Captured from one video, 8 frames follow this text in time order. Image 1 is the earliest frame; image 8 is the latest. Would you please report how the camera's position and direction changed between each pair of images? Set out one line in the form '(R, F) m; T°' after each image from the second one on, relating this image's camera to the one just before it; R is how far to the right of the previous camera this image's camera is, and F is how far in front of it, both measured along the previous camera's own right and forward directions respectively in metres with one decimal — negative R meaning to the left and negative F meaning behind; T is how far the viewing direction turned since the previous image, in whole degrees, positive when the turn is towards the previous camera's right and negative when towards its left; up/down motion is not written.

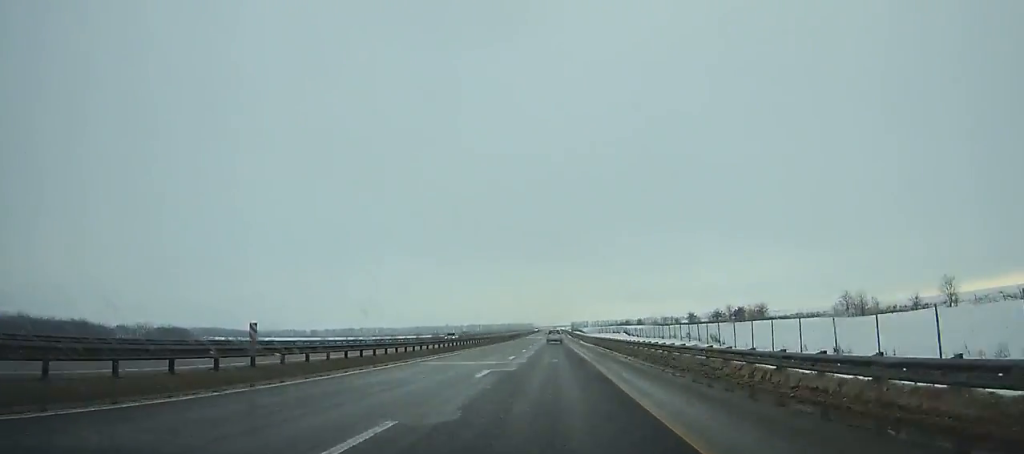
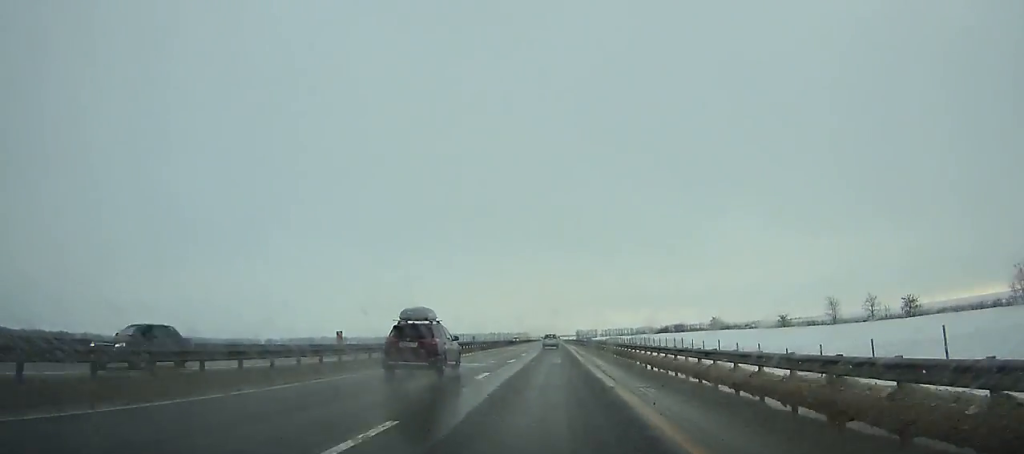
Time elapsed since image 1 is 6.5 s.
(-0.3, +193.7) m; 0°
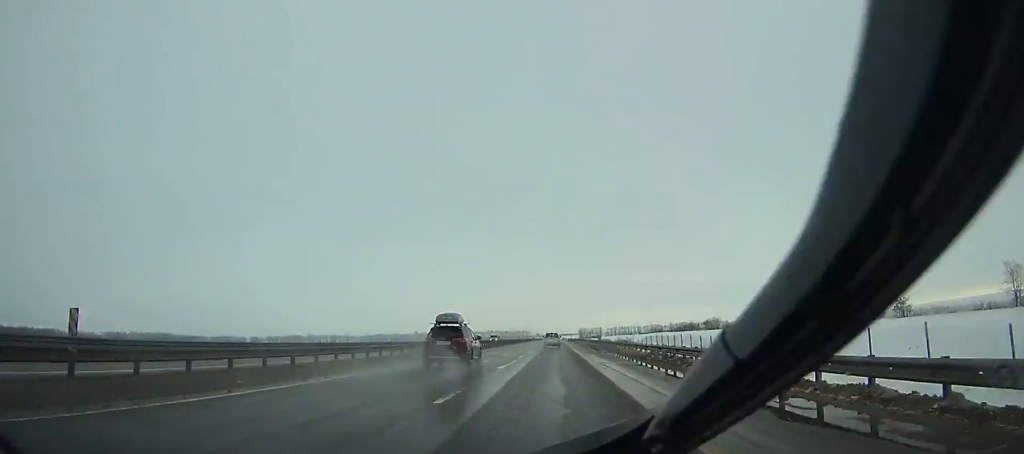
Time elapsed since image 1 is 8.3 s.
(+0.1, +54.6) m; 0°
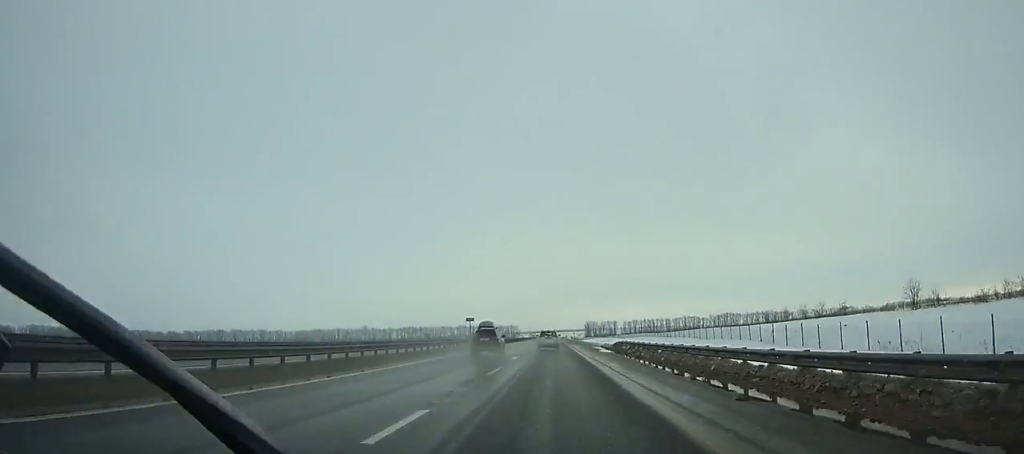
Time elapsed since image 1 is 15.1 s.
(+0.1, +207.7) m; 0°
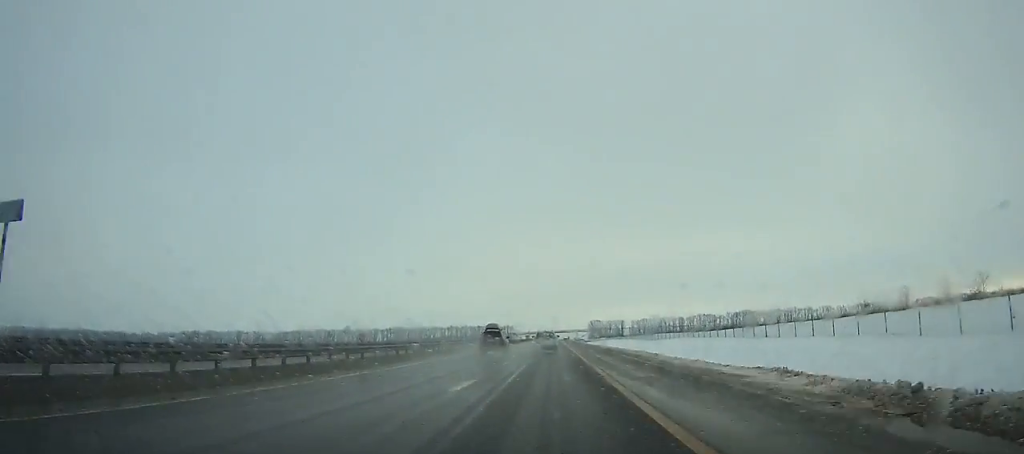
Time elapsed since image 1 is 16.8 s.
(0.0, +52.0) m; 0°
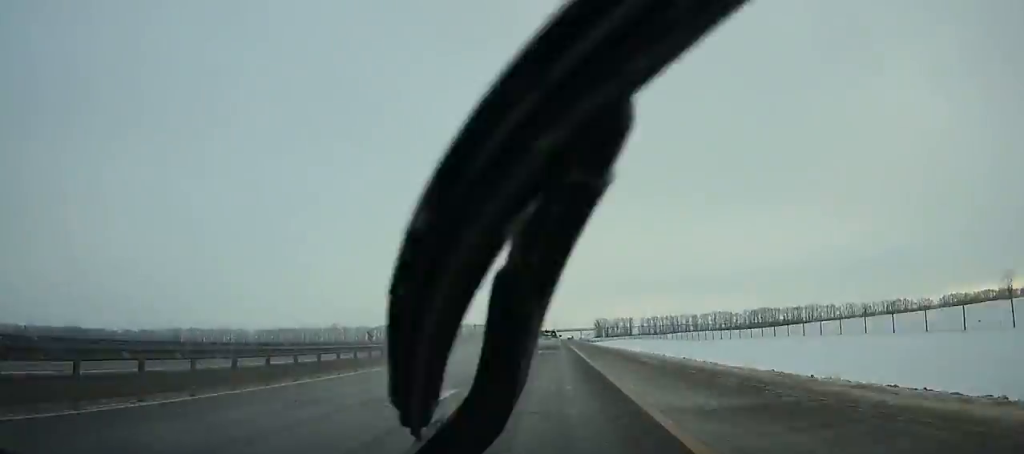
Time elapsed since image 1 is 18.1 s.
(-0.1, +39.7) m; 0°
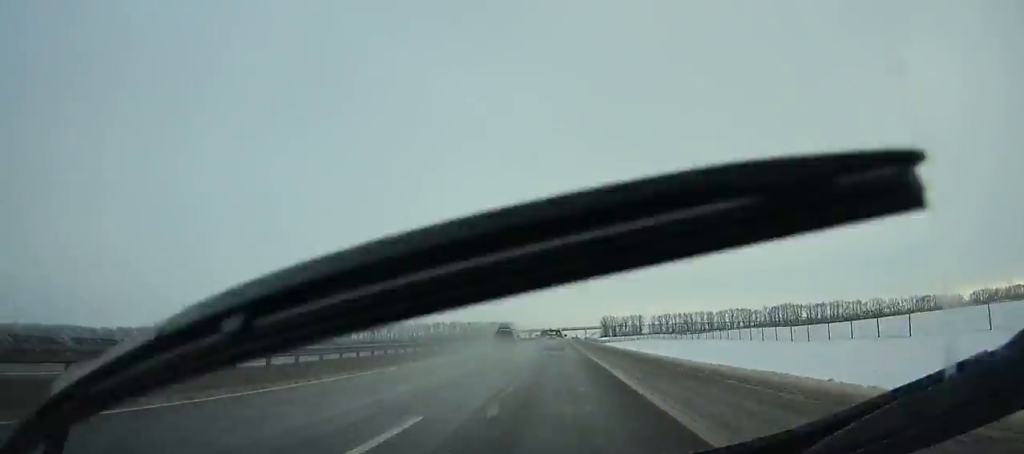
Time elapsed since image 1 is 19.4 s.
(0.0, +39.5) m; 0°
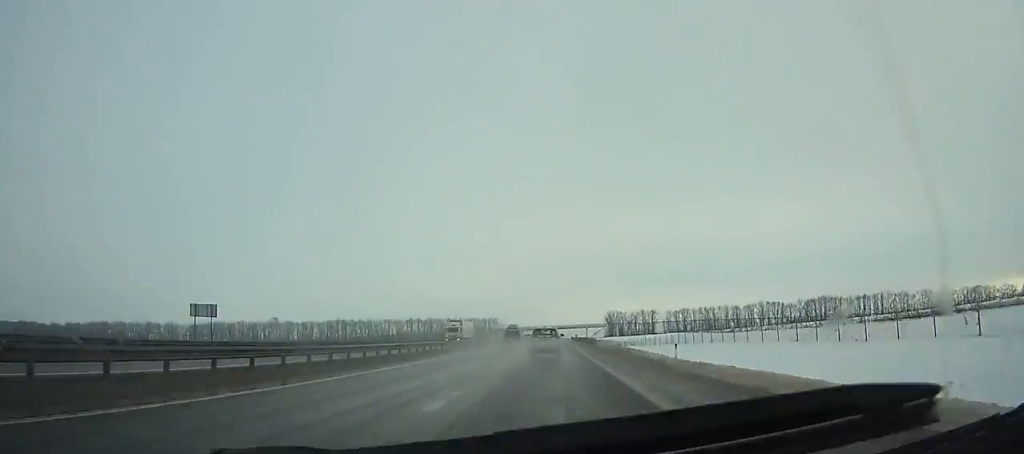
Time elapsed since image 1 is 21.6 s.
(-0.1, +66.5) m; 0°
